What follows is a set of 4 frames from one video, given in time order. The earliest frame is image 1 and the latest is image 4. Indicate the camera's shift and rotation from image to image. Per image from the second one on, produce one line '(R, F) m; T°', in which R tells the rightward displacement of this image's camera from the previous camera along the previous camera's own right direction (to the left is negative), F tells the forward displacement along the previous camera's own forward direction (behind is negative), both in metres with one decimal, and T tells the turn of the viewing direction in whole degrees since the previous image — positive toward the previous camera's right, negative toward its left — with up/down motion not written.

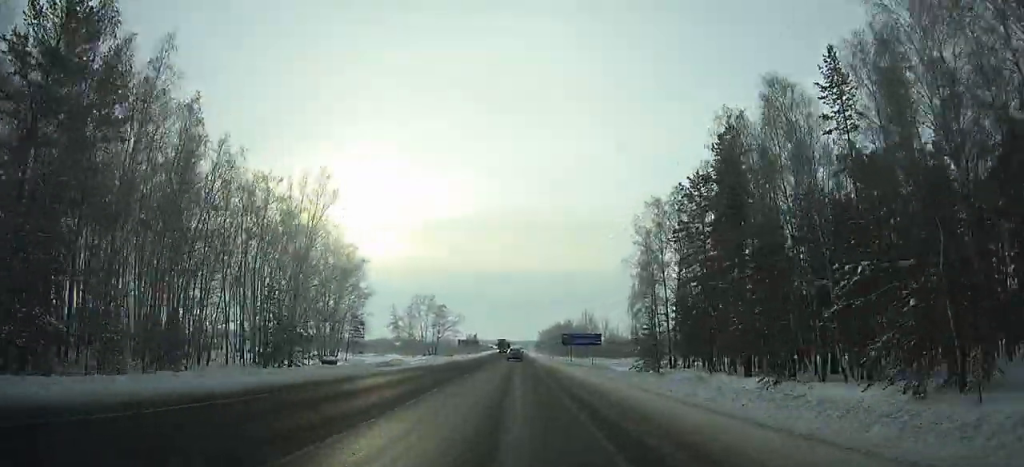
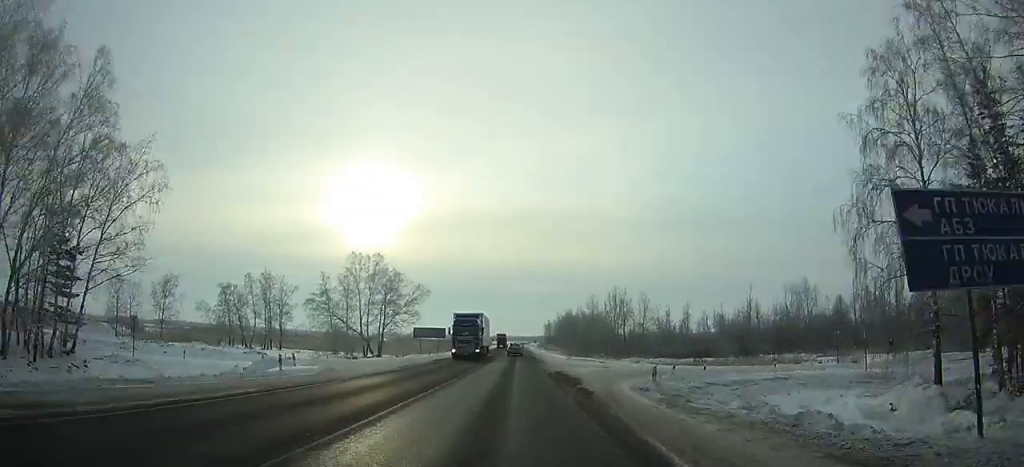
(-0.2, +57.2) m; 0°
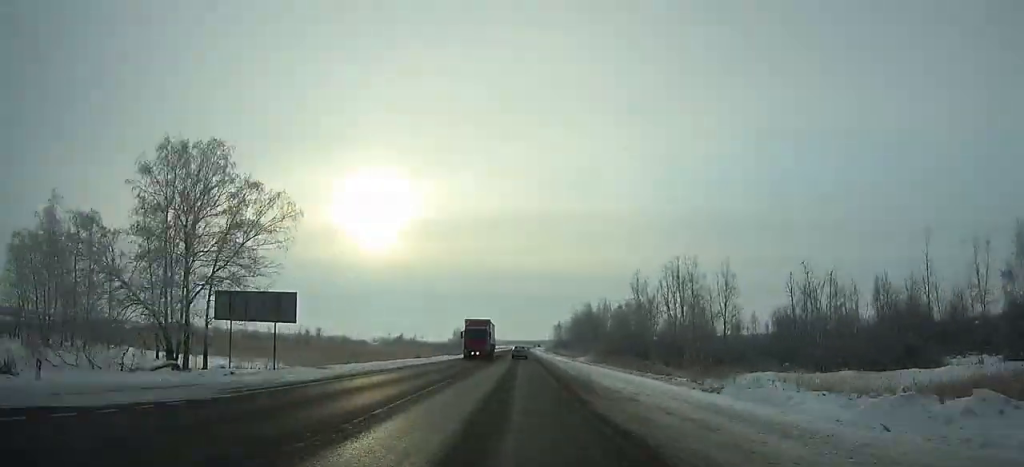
(-0.3, +51.6) m; 0°
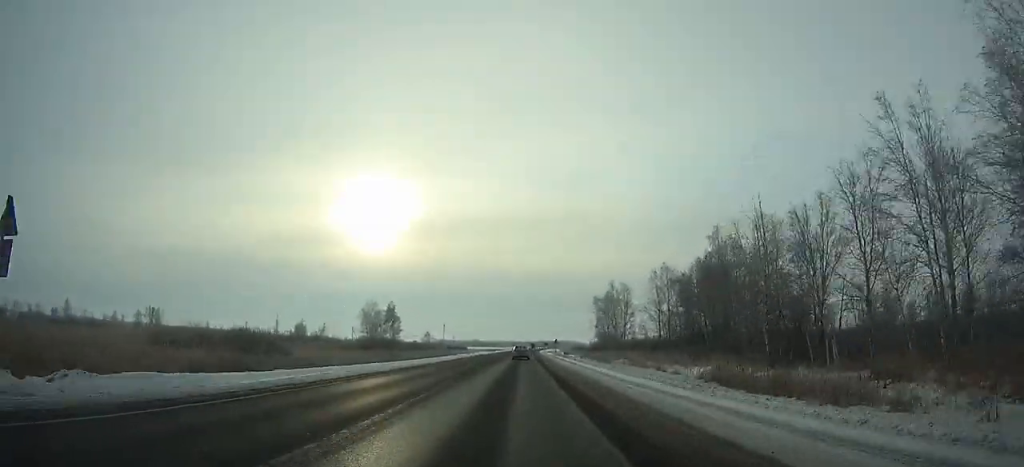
(+0.2, +166.5) m; 0°
